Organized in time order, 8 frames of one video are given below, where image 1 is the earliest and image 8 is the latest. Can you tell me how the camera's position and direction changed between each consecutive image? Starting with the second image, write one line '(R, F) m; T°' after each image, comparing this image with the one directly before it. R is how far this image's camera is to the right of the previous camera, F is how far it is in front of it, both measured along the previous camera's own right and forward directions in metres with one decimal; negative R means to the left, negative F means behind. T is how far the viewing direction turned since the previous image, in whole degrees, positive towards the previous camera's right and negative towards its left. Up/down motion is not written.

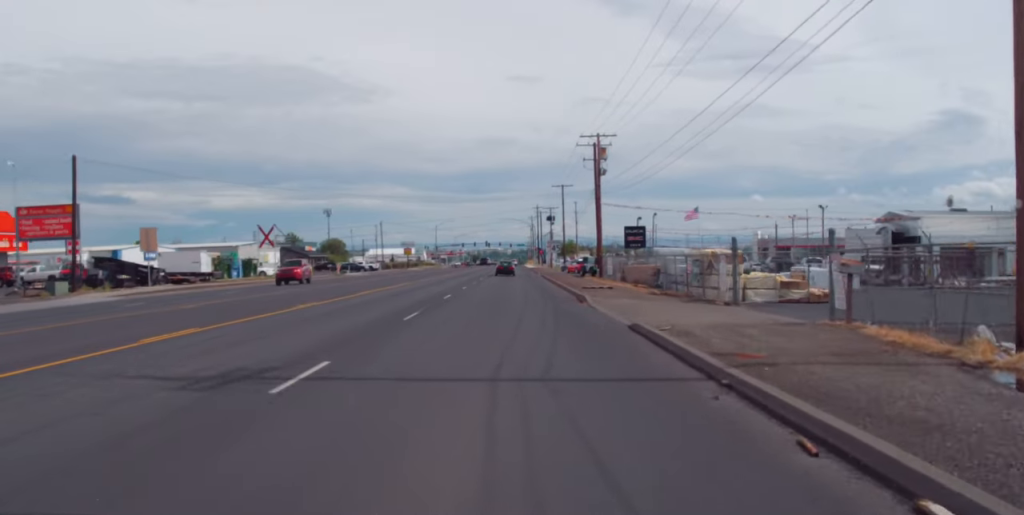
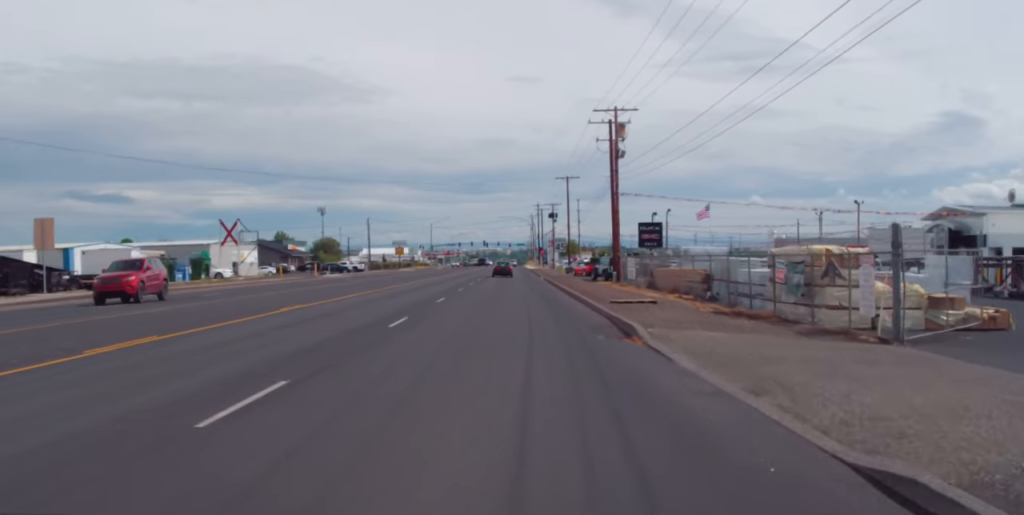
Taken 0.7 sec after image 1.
(0.0, +14.3) m; 0°
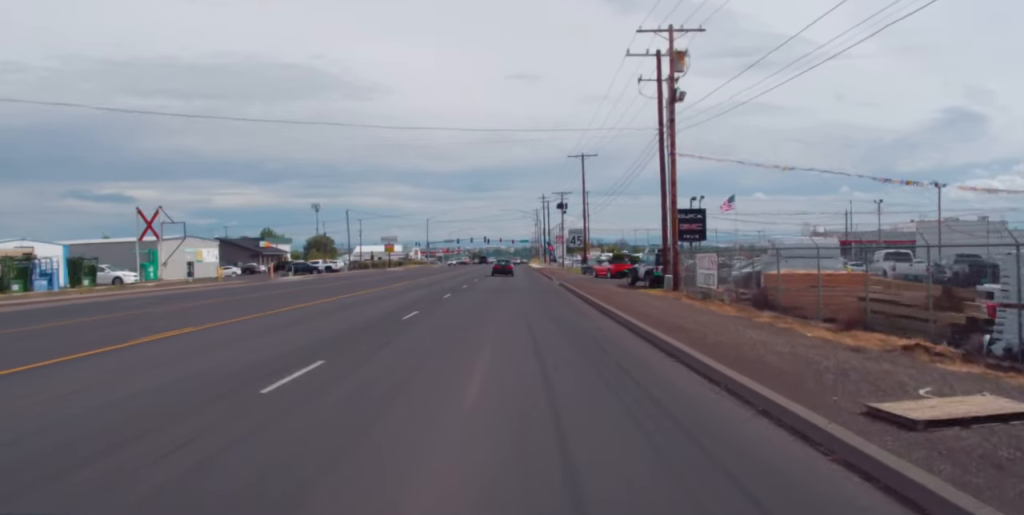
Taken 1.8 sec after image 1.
(0.0, +22.3) m; 0°
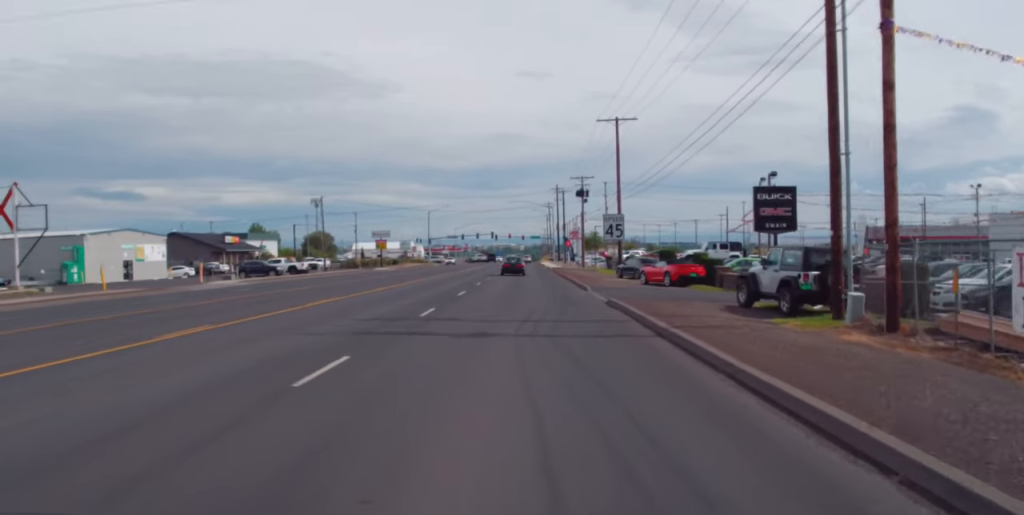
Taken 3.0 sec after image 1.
(0.0, +23.9) m; -1°
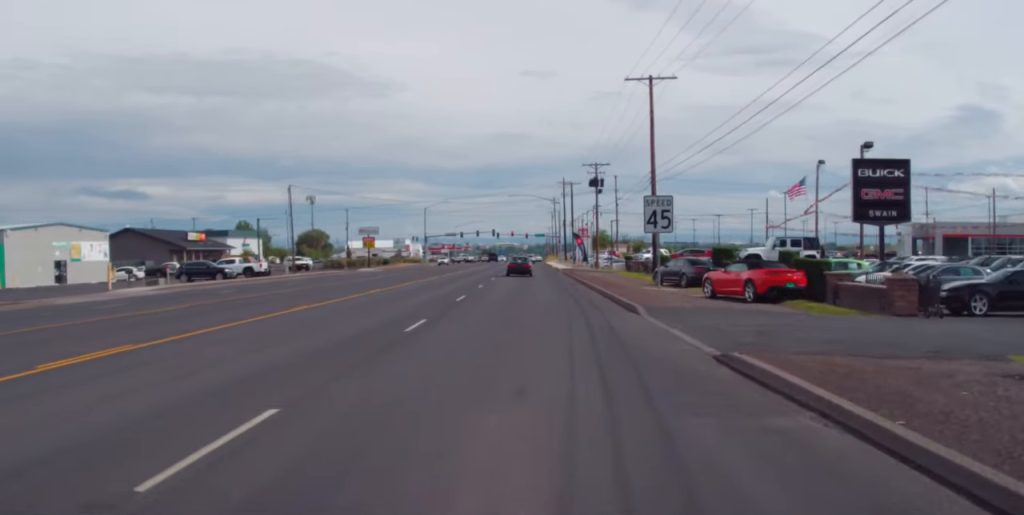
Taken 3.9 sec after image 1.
(-0.2, +16.8) m; -1°
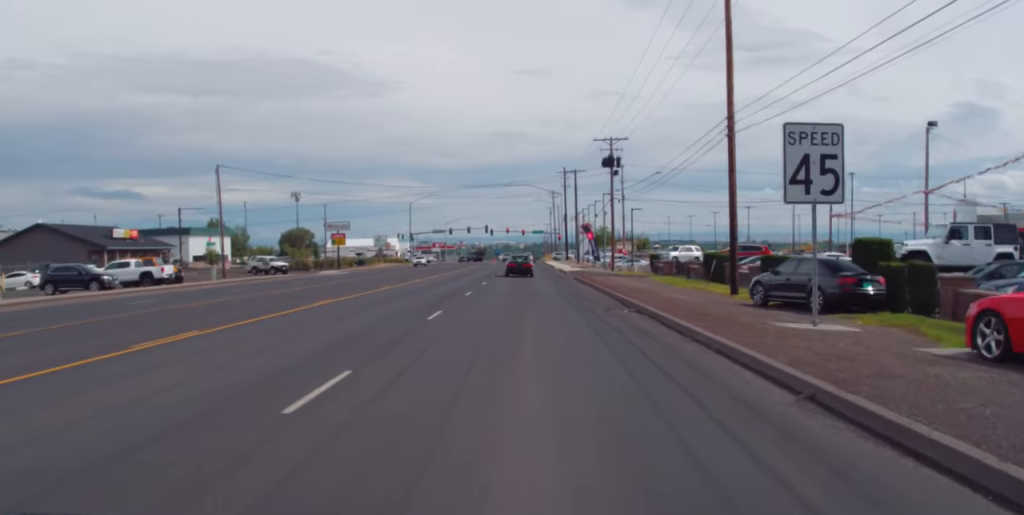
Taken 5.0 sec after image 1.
(-0.1, +21.5) m; 0°
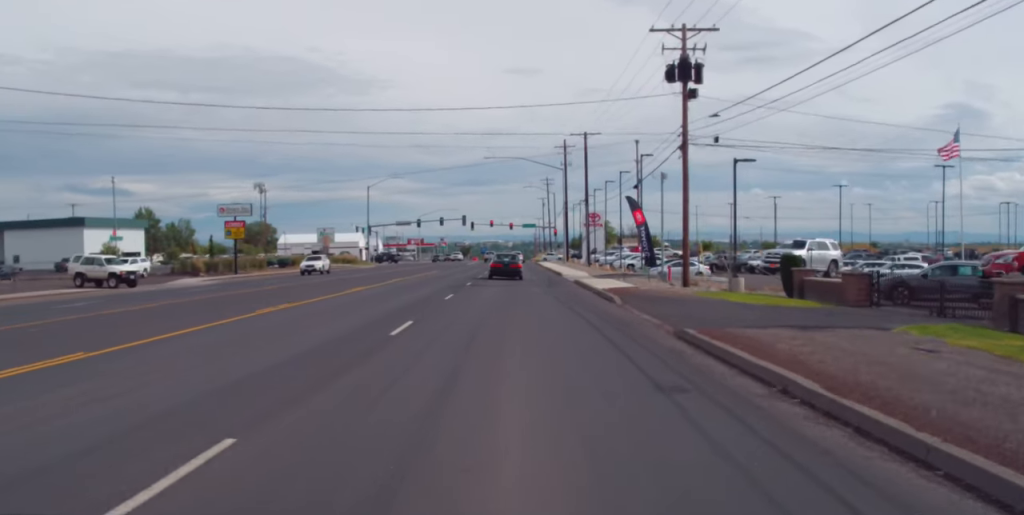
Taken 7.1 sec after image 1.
(+0.7, +40.5) m; +2°
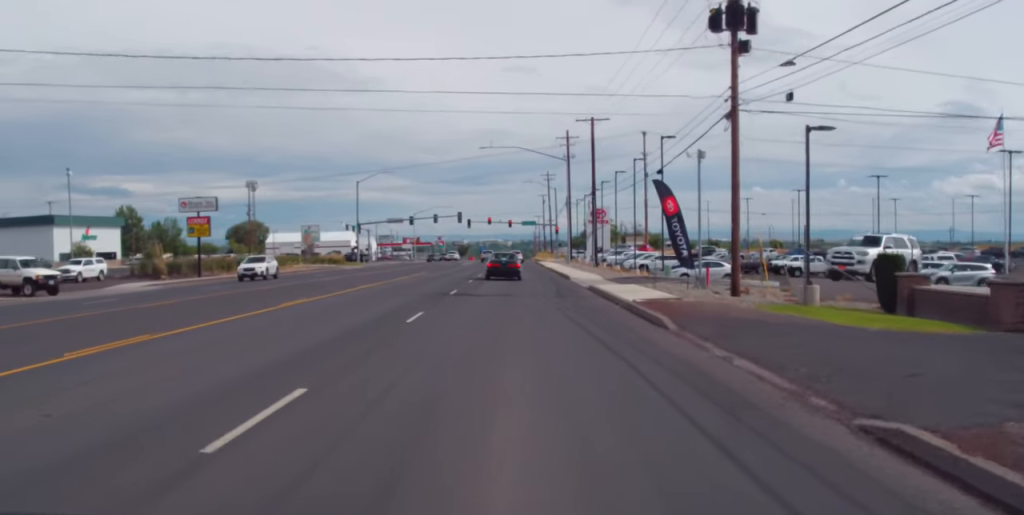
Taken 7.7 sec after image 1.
(0.0, +9.4) m; 0°
